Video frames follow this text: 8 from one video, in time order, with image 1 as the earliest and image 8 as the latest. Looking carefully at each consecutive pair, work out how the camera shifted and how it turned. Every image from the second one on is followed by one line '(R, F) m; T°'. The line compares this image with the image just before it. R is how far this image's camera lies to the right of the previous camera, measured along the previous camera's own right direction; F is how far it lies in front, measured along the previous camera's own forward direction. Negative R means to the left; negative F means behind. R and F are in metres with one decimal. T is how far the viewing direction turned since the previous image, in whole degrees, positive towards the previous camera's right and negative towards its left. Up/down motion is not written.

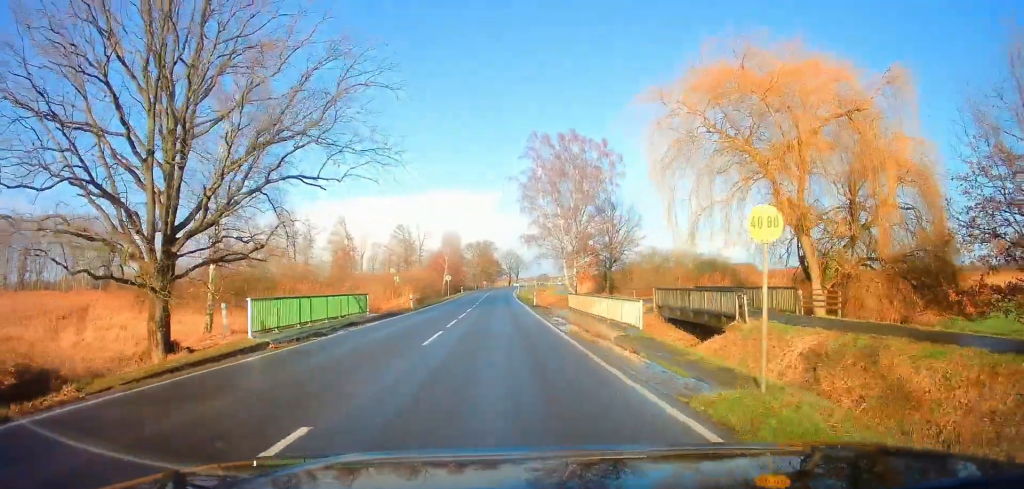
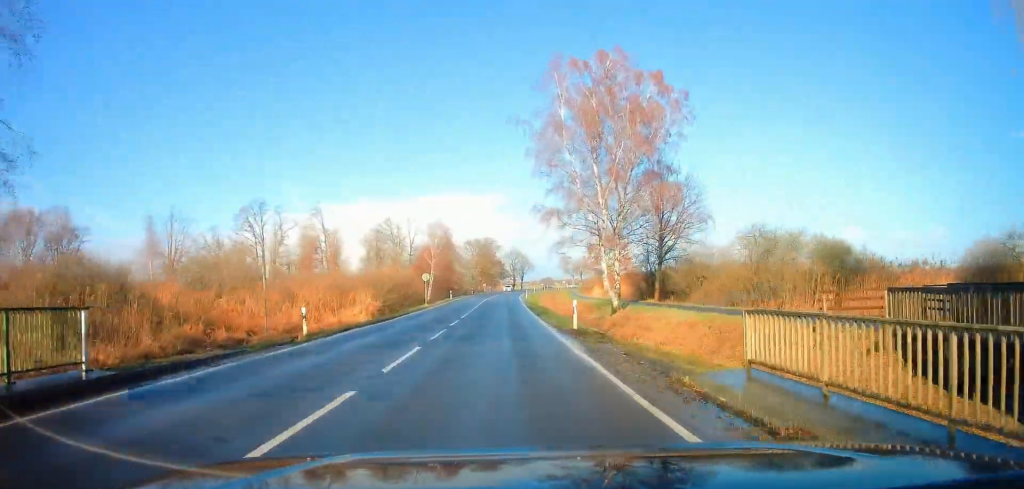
(+0.3, +22.4) m; -1°
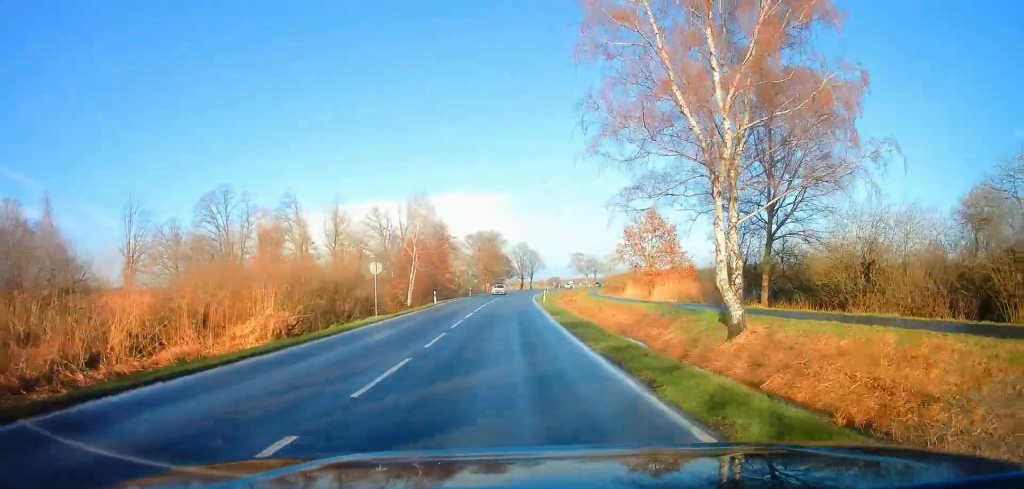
(-0.5, +20.7) m; -1°
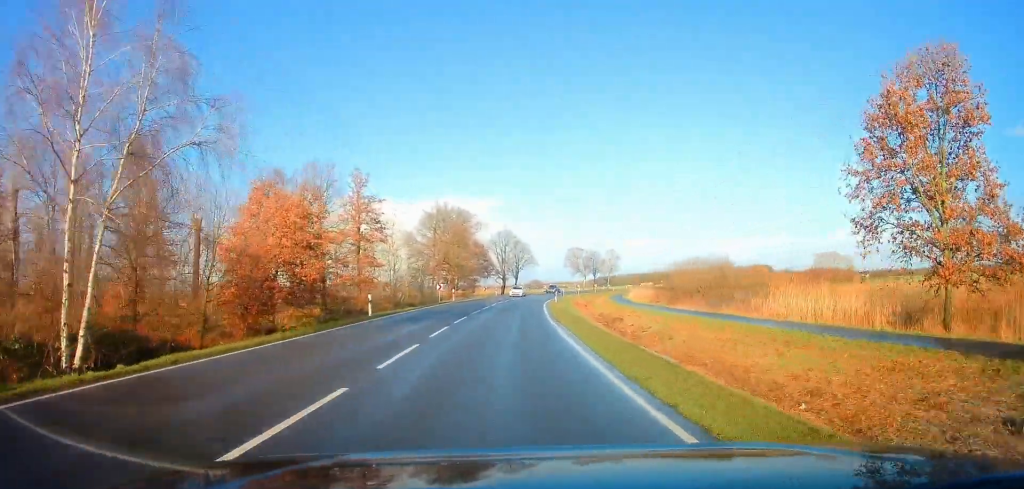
(+1.3, +45.7) m; +3°
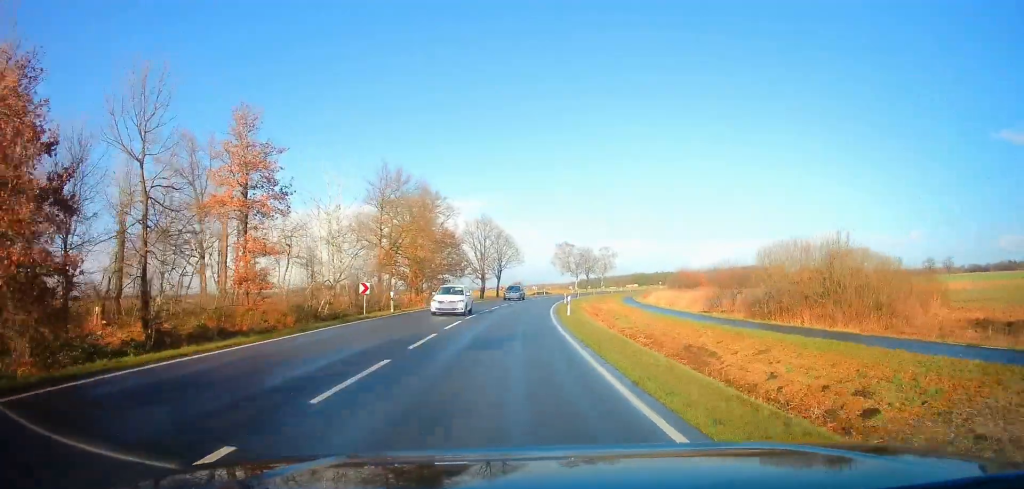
(+0.1, +21.1) m; +2°
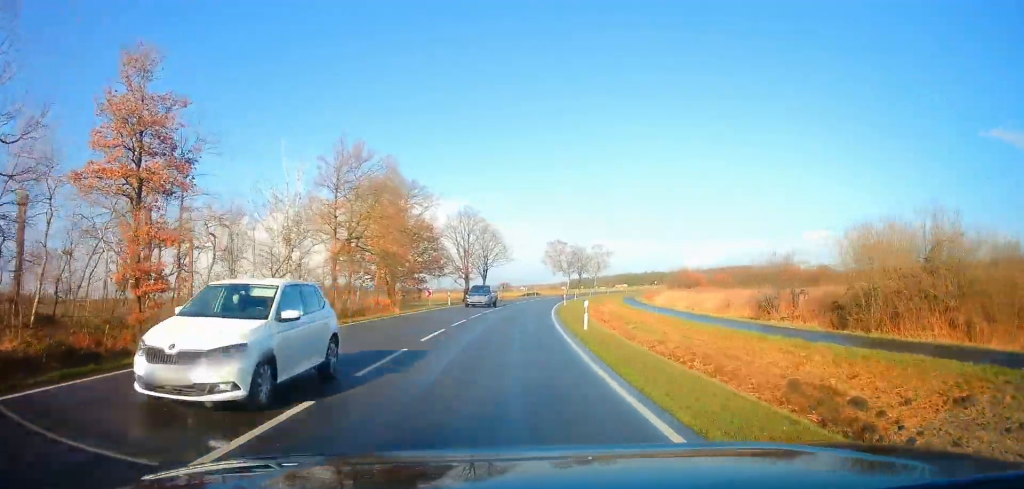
(0.0, +9.9) m; +2°
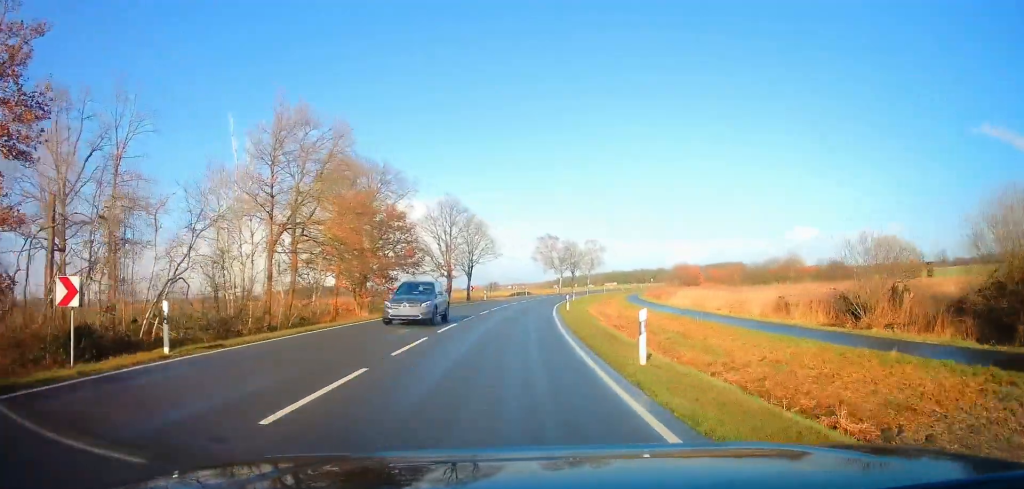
(+0.1, +9.2) m; +1°
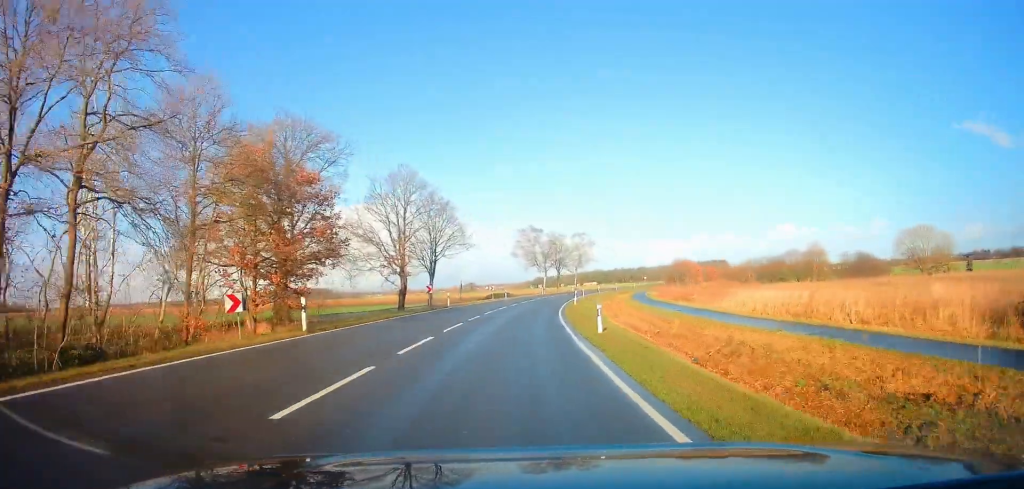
(+0.6, +17.8) m; +3°
